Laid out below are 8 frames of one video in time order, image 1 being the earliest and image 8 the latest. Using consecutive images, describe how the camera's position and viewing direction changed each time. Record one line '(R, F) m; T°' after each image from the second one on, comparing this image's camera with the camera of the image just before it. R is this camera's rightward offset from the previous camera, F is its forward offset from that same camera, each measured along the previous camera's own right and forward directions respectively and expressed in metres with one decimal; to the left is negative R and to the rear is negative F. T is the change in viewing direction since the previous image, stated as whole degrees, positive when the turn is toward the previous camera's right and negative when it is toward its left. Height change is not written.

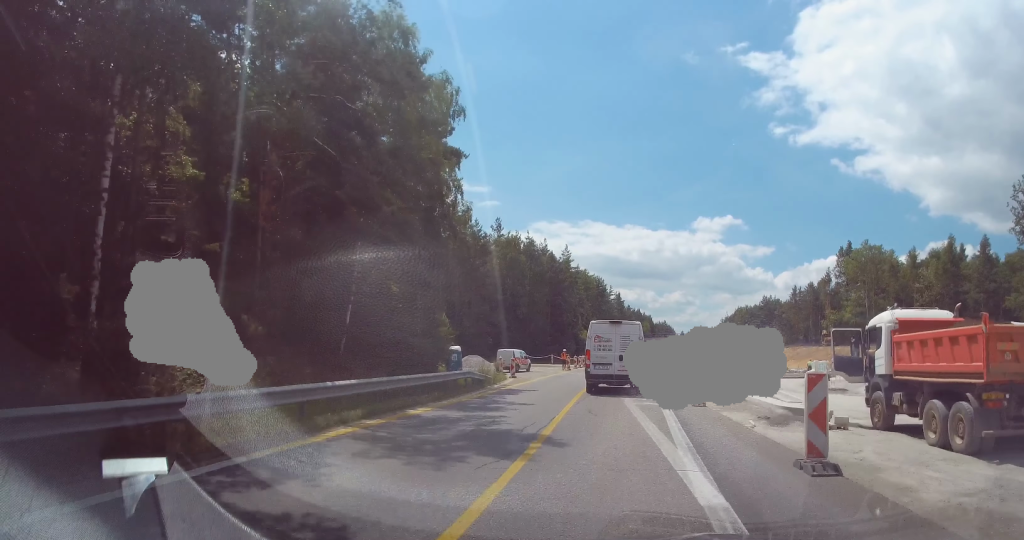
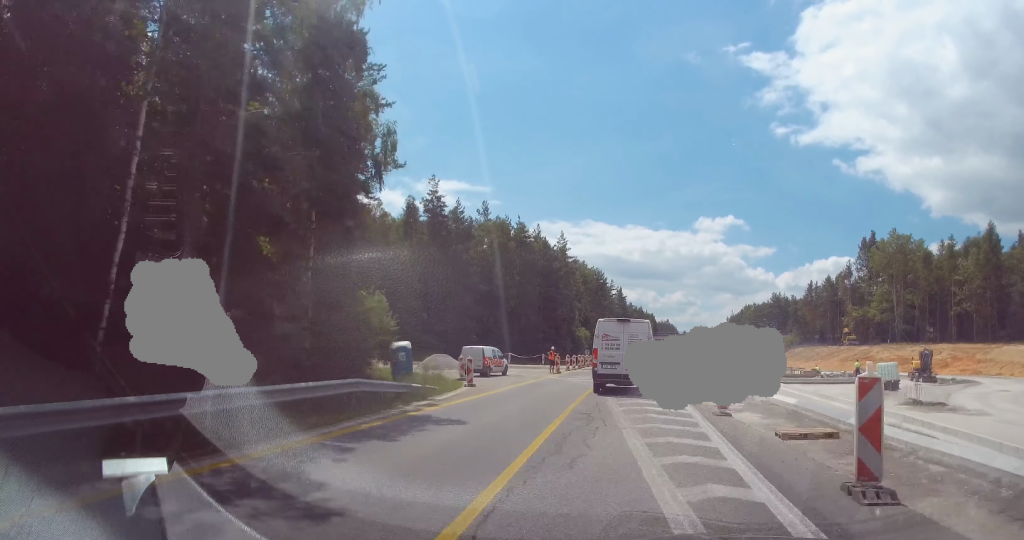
(-0.2, +11.8) m; +1°
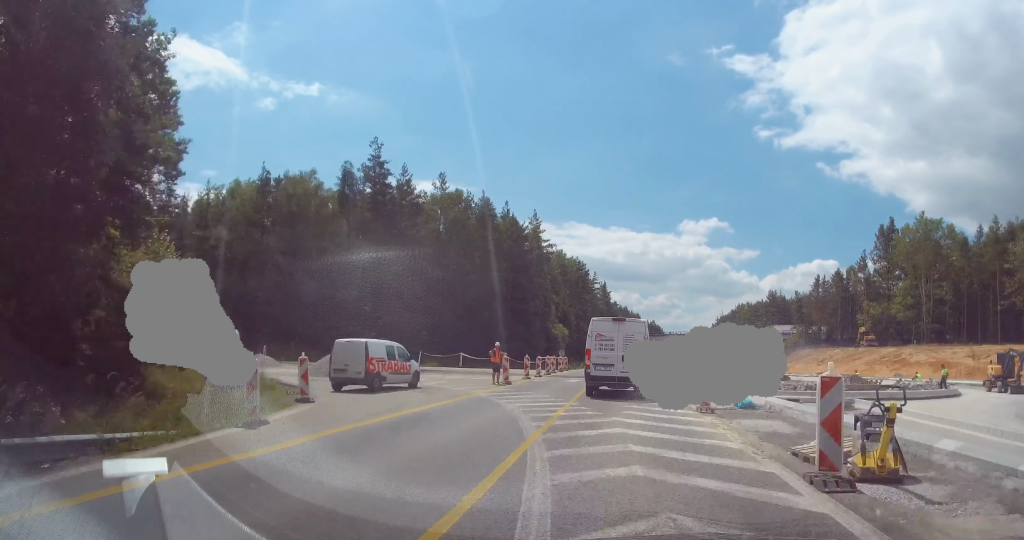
(+0.6, +15.8) m; +3°
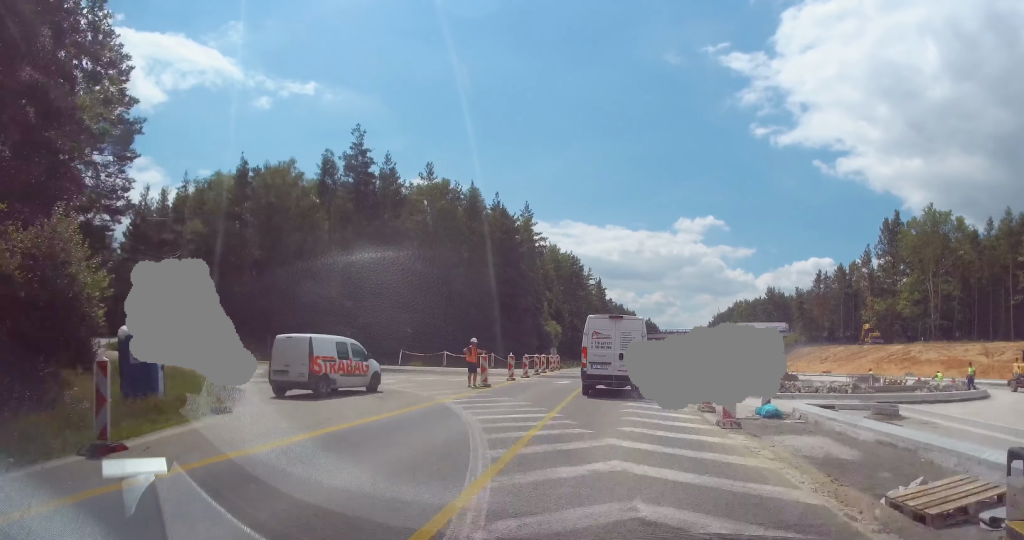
(0.0, +3.9) m; 0°
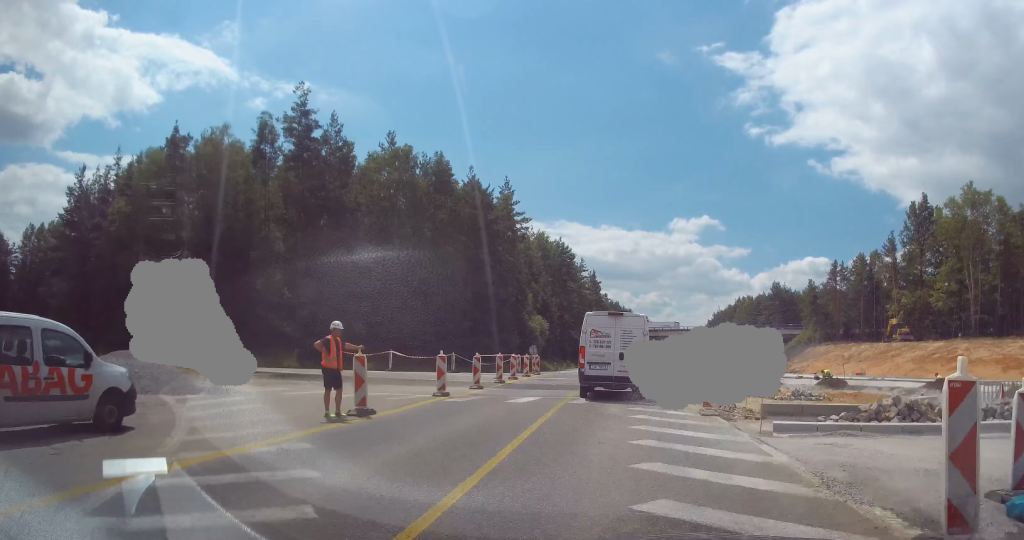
(0.0, +12.2) m; 0°
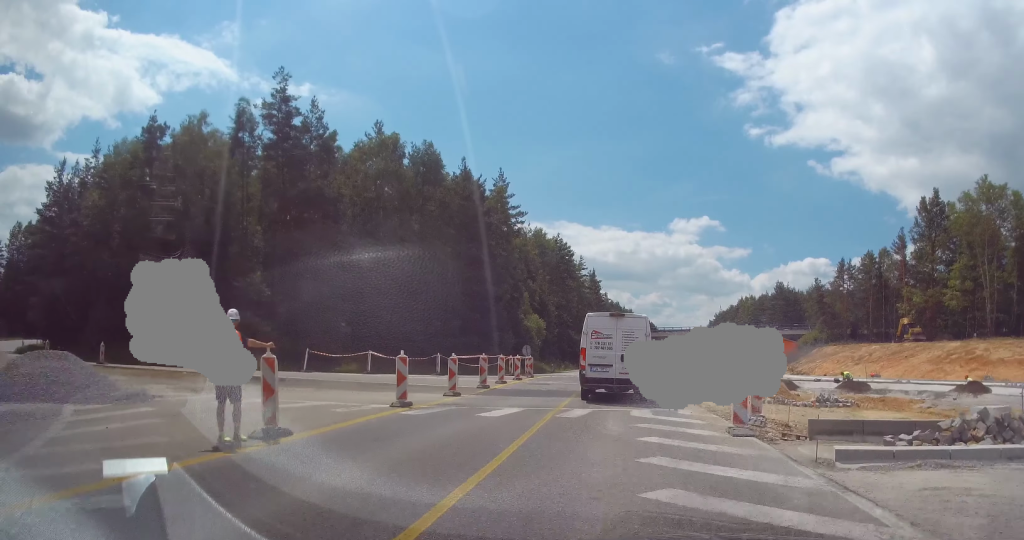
(0.0, +3.5) m; 0°
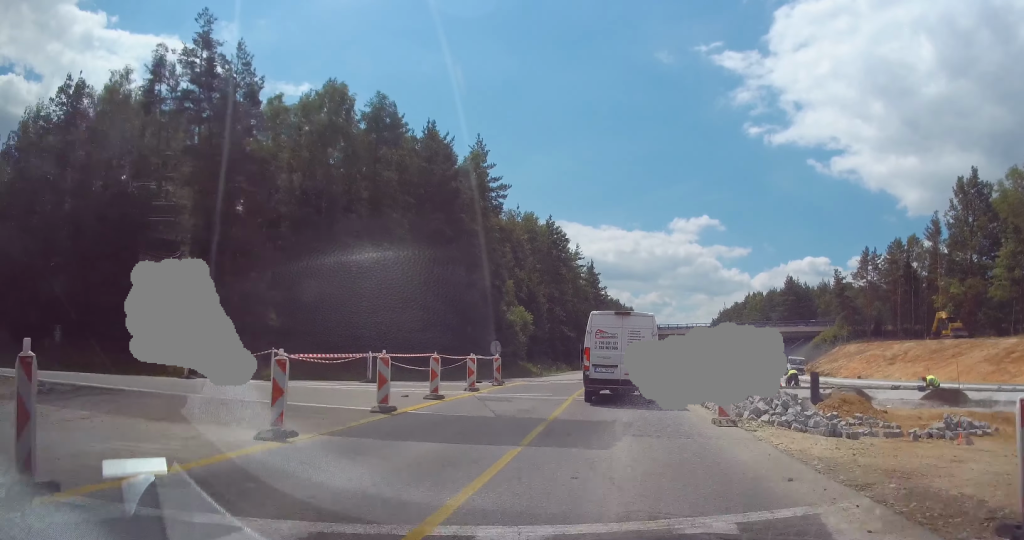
(0.0, +10.7) m; 0°
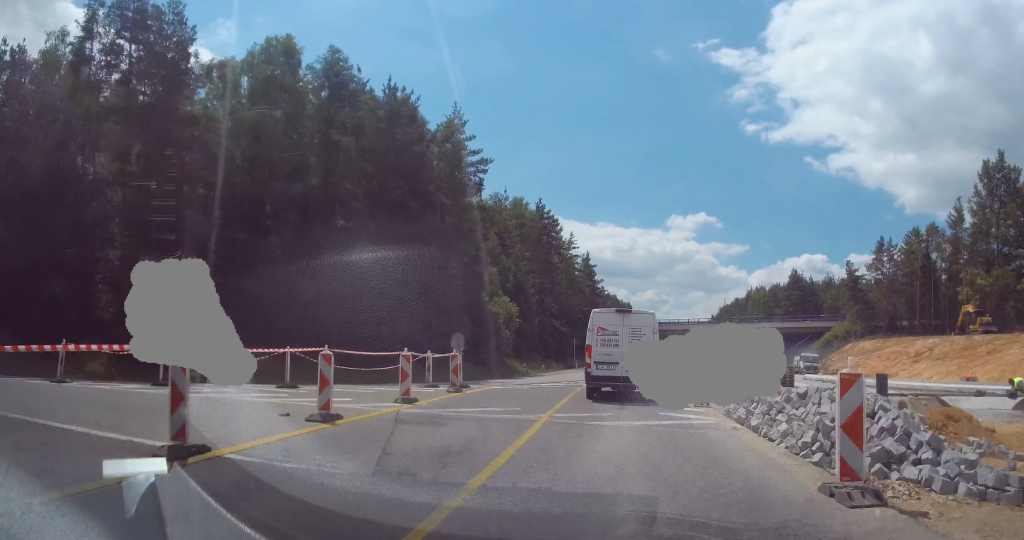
(0.0, +7.1) m; 0°
